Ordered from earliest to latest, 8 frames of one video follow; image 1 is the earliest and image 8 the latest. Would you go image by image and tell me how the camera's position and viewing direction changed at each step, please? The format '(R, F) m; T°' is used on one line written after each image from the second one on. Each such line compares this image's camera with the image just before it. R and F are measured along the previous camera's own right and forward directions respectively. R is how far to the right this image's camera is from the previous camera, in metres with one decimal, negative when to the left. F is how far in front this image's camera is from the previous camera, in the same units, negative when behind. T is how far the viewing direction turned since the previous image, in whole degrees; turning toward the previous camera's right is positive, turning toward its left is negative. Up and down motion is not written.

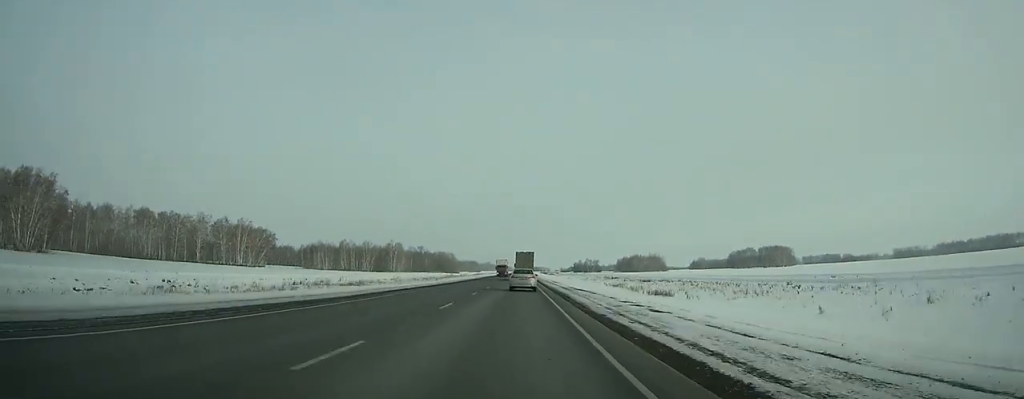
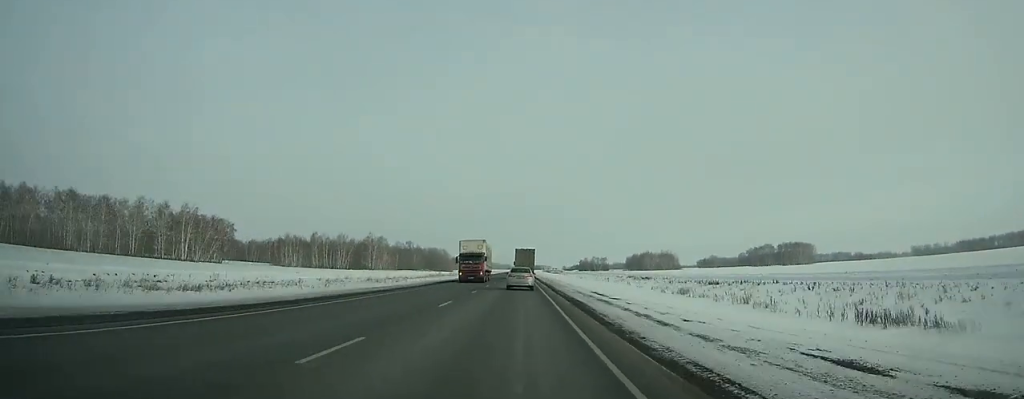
(0.0, +48.7) m; 0°
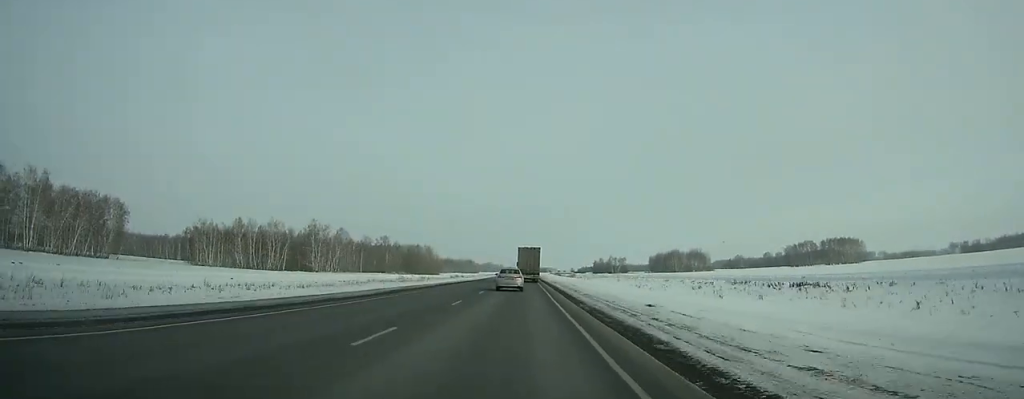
(-0.1, +82.6) m; 0°
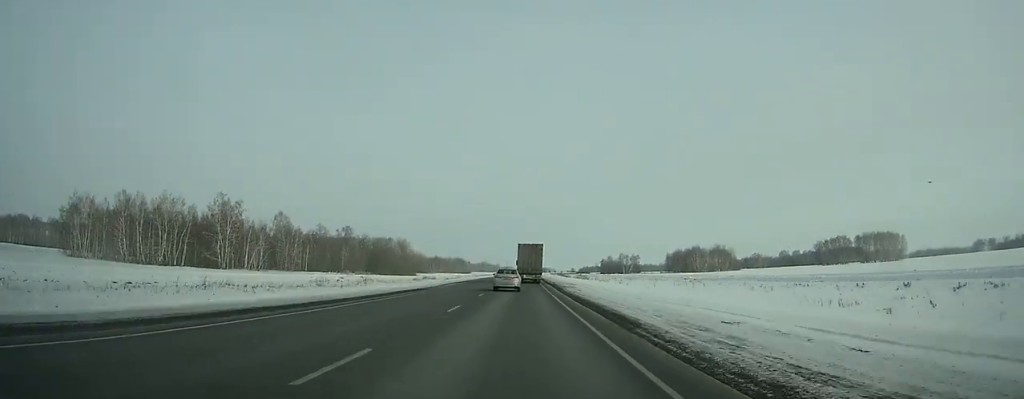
(0.0, +65.5) m; 0°
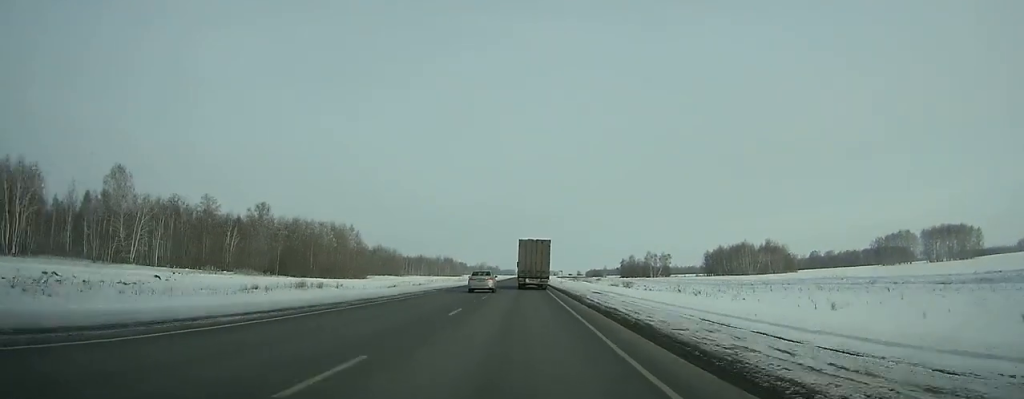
(0.0, +86.4) m; 0°
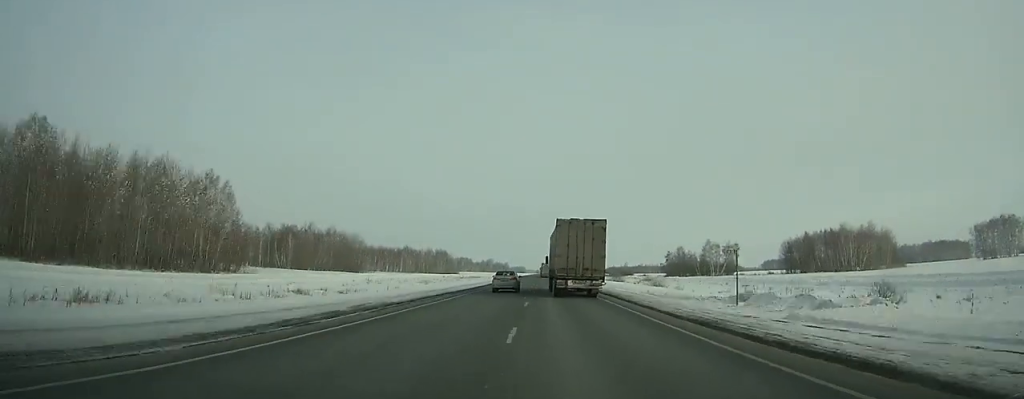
(-0.4, +92.5) m; 0°
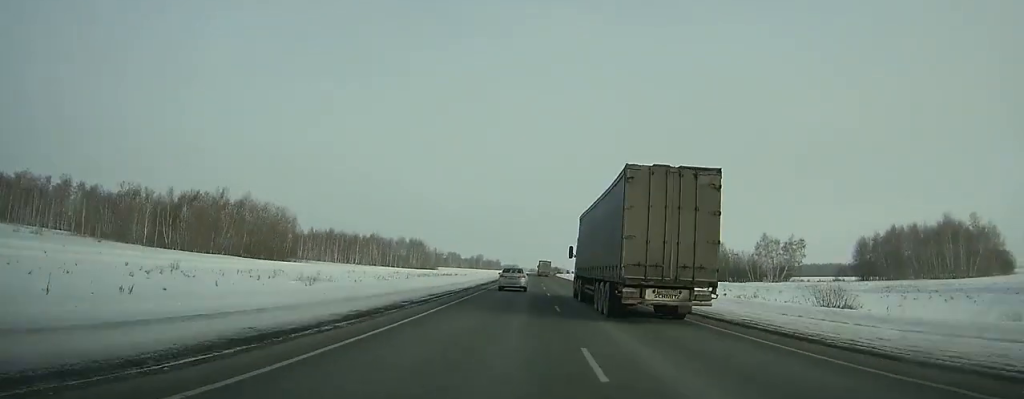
(-0.2, +63.0) m; 0°
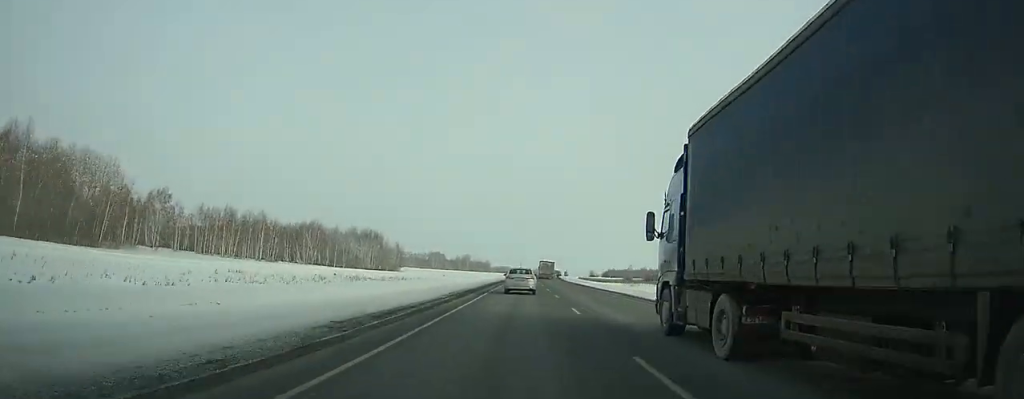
(+0.5, +72.2) m; +1°
